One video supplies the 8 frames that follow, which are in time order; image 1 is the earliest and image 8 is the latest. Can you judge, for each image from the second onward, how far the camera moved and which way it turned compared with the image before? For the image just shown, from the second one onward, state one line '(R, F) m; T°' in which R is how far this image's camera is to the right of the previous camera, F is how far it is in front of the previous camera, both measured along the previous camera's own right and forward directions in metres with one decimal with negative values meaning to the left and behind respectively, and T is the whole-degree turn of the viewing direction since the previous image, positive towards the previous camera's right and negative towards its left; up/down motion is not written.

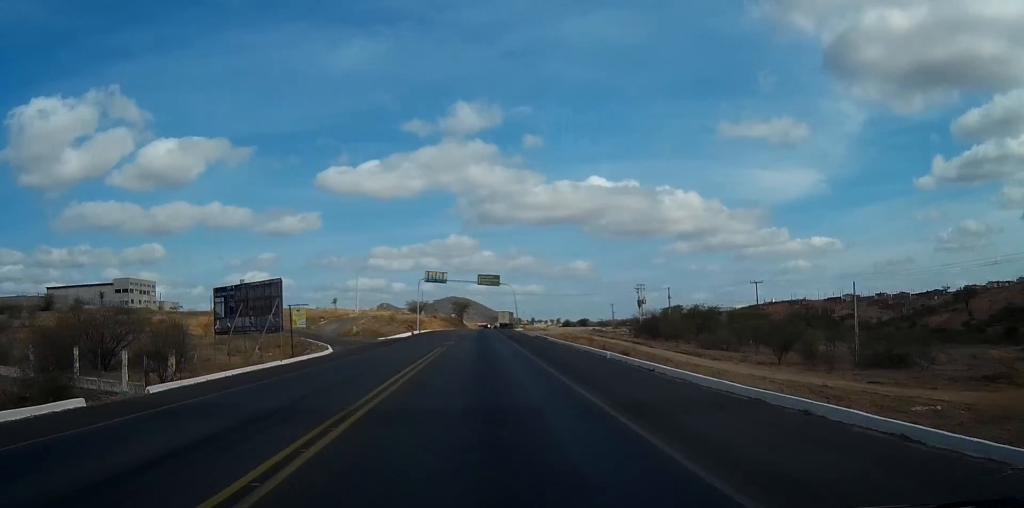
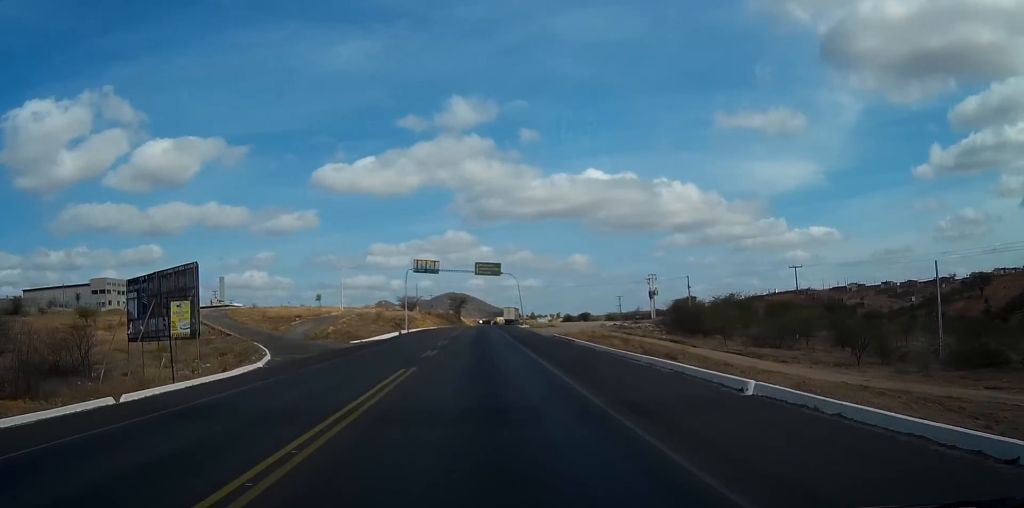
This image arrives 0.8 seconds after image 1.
(+0.1, +14.4) m; 0°
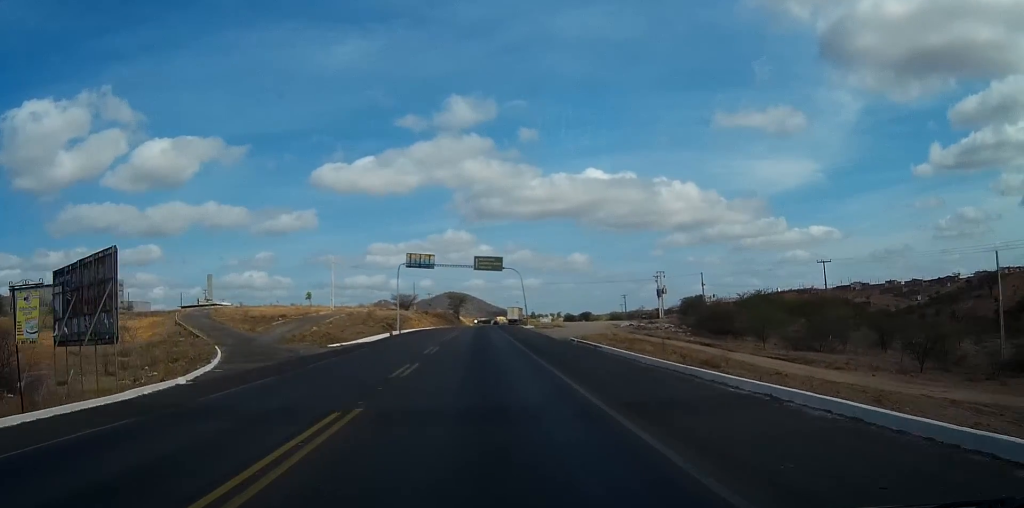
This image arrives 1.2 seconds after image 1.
(0.0, +8.2) m; 0°
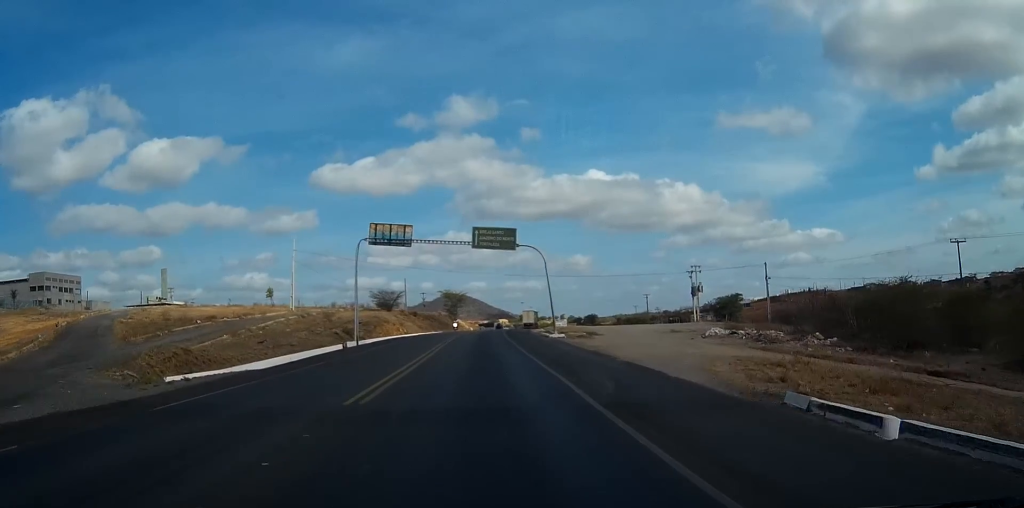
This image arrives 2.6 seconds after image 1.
(-0.2, +27.0) m; 0°
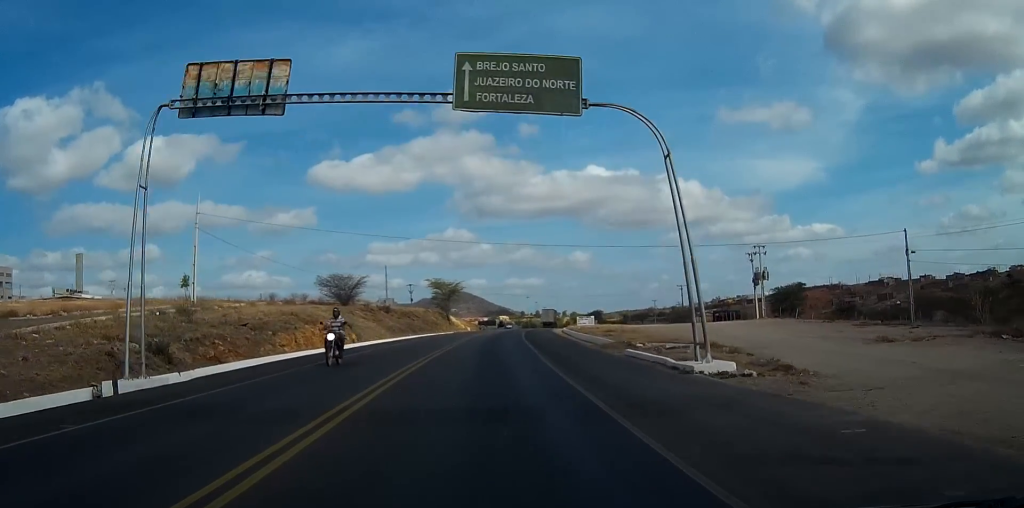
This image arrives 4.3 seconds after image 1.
(+0.2, +34.0) m; +1°
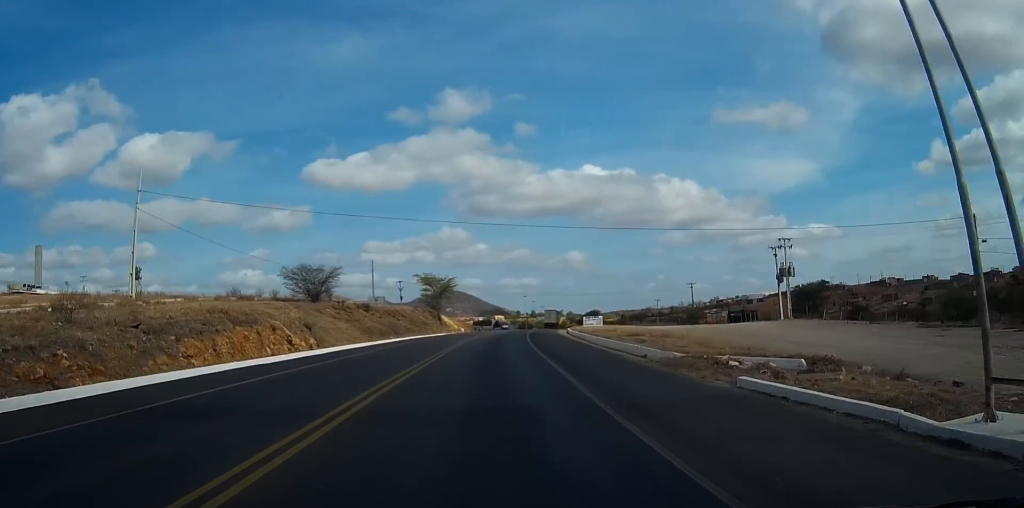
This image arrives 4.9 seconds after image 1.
(0.0, +11.2) m; 0°
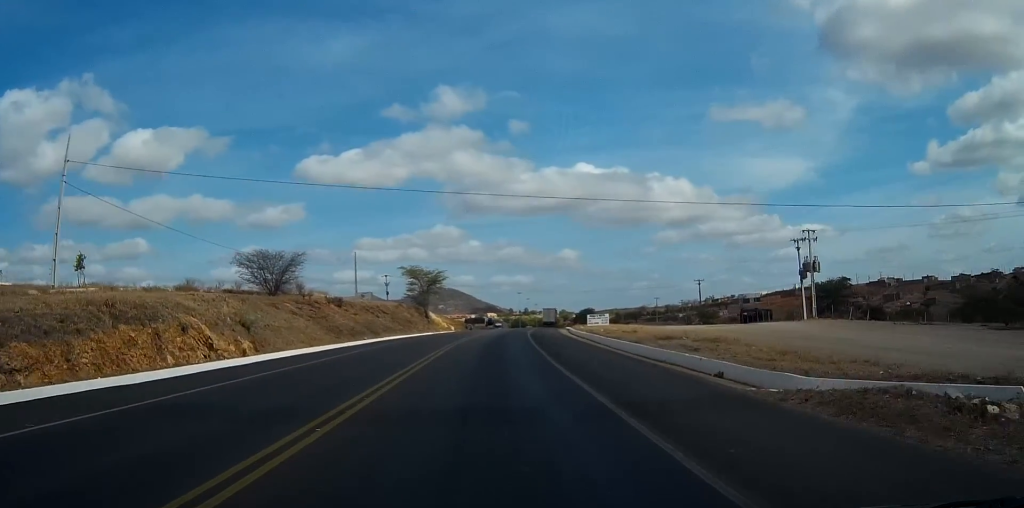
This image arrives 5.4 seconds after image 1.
(0.0, +10.1) m; 0°
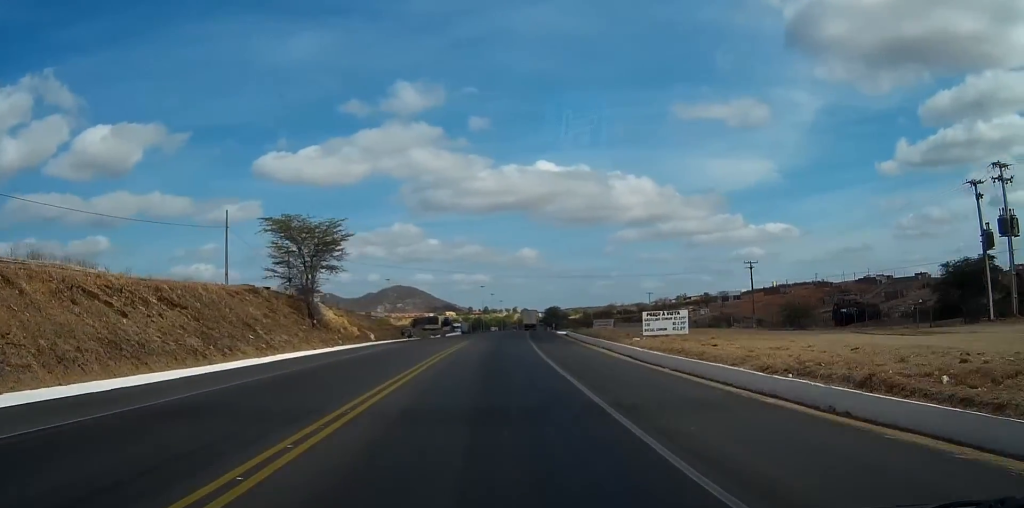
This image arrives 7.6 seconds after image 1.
(+0.8, +44.9) m; +3°
